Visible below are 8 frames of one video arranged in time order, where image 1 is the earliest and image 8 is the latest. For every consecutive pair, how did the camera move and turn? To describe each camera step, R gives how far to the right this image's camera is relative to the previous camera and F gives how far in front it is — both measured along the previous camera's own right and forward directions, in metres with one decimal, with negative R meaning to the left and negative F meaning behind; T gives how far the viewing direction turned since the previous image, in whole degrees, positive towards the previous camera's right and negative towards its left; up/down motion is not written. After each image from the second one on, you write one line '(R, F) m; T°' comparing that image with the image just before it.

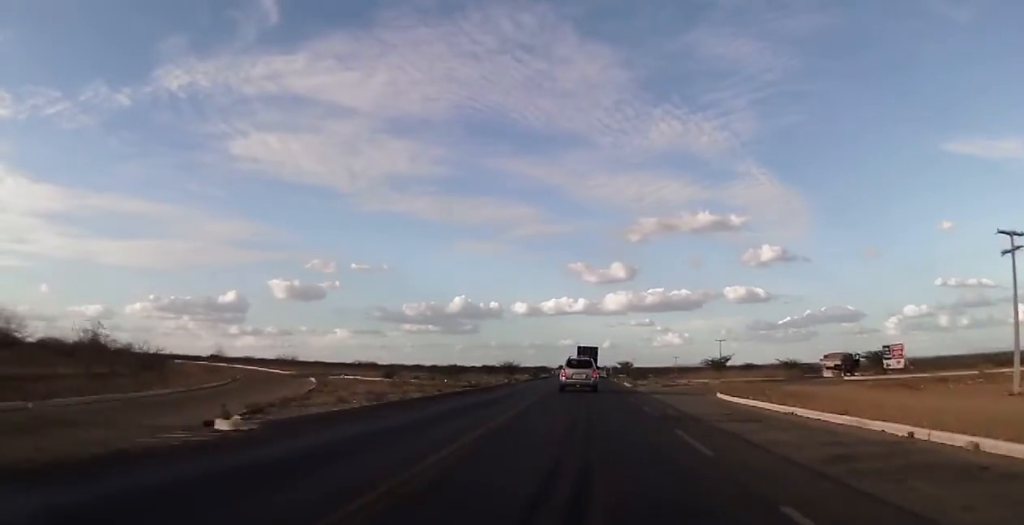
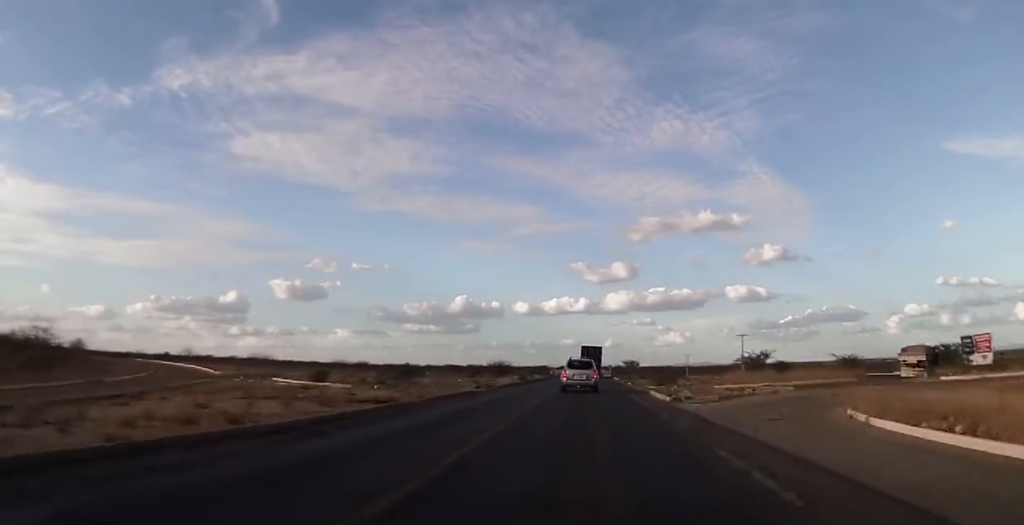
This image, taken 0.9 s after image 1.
(-0.3, +20.8) m; 0°
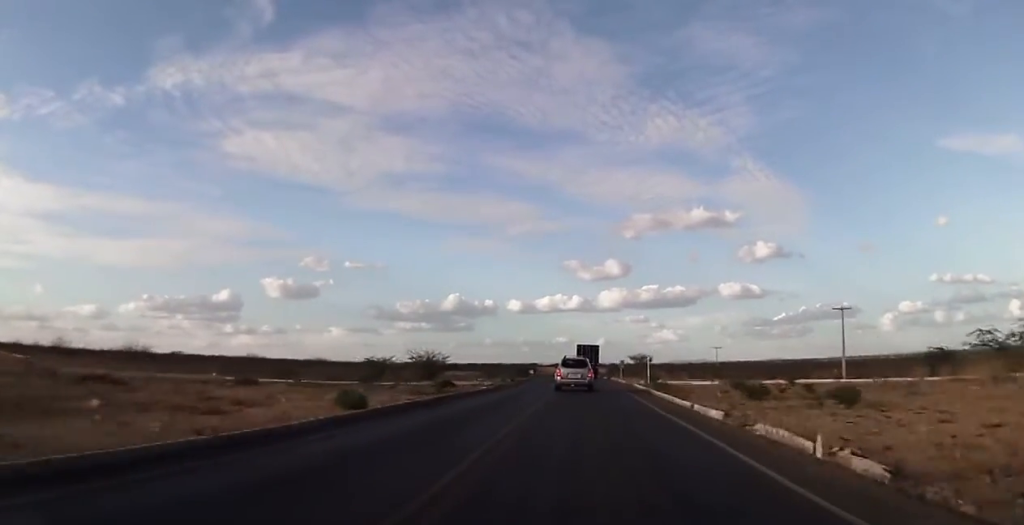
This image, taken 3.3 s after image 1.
(+0.4, +54.3) m; +1°
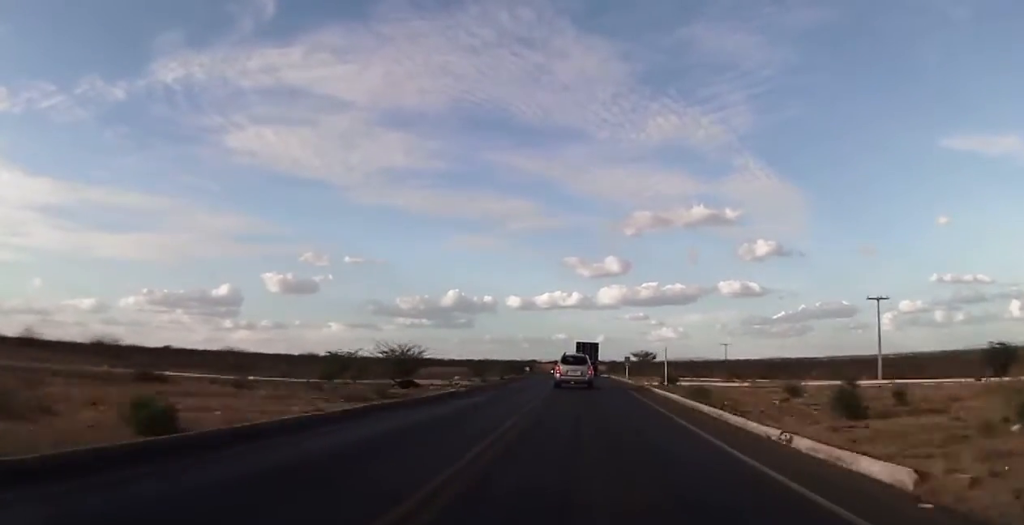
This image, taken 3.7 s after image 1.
(-0.1, +10.0) m; 0°
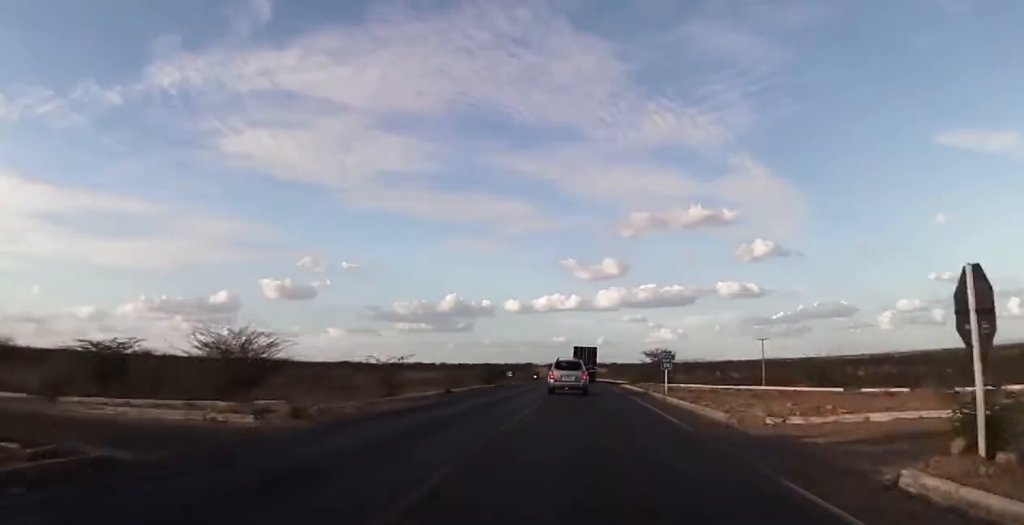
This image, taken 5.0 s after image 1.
(+0.5, +30.5) m; 0°
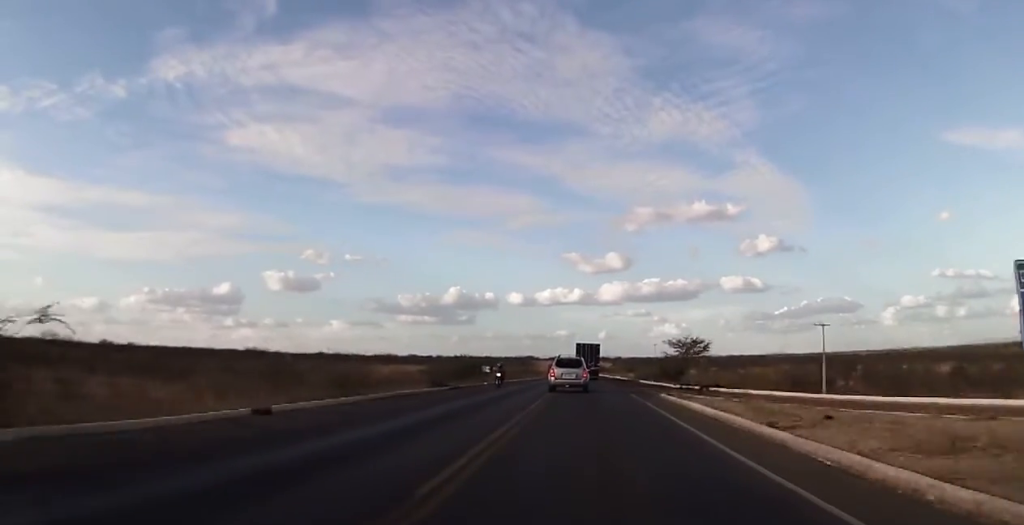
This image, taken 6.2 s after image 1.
(-0.4, +27.9) m; -1°
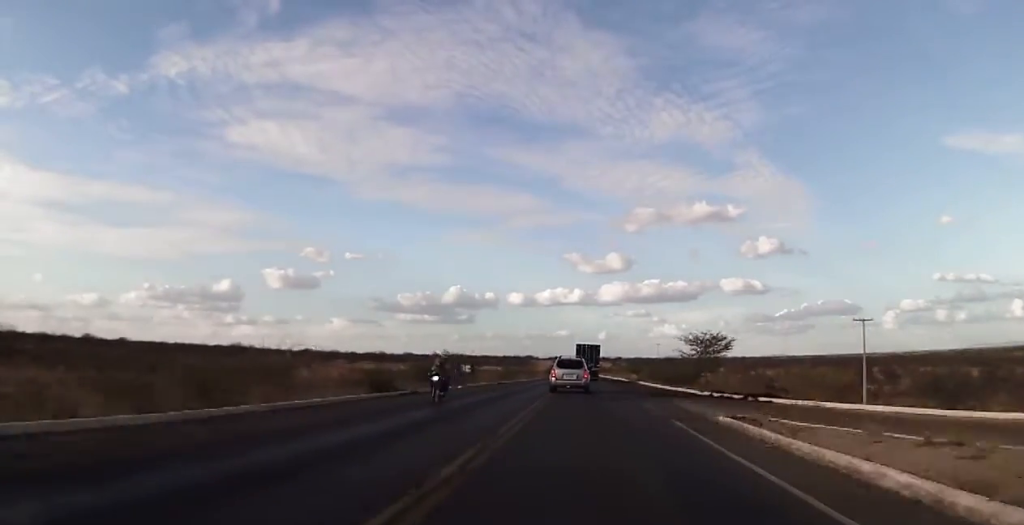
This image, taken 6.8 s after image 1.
(0.0, +13.0) m; 0°
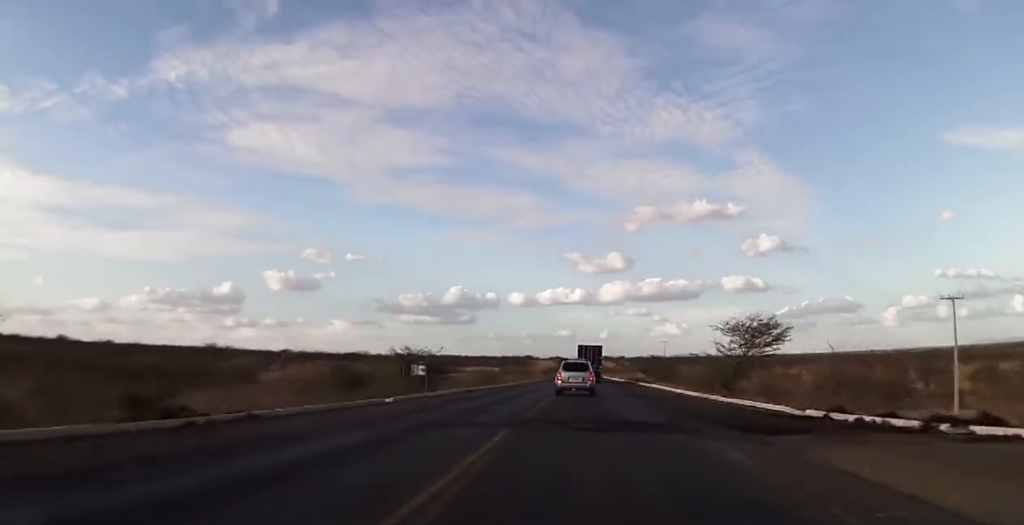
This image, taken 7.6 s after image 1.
(+0.4, +18.9) m; +1°
